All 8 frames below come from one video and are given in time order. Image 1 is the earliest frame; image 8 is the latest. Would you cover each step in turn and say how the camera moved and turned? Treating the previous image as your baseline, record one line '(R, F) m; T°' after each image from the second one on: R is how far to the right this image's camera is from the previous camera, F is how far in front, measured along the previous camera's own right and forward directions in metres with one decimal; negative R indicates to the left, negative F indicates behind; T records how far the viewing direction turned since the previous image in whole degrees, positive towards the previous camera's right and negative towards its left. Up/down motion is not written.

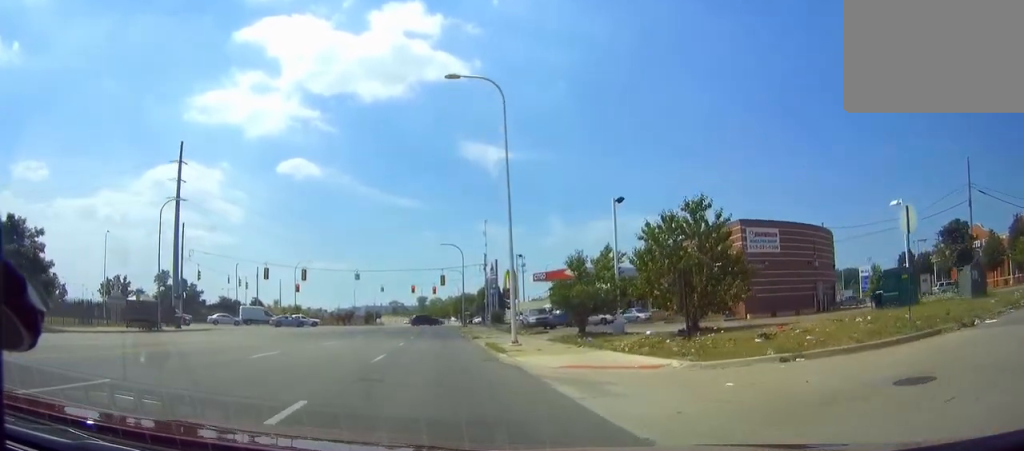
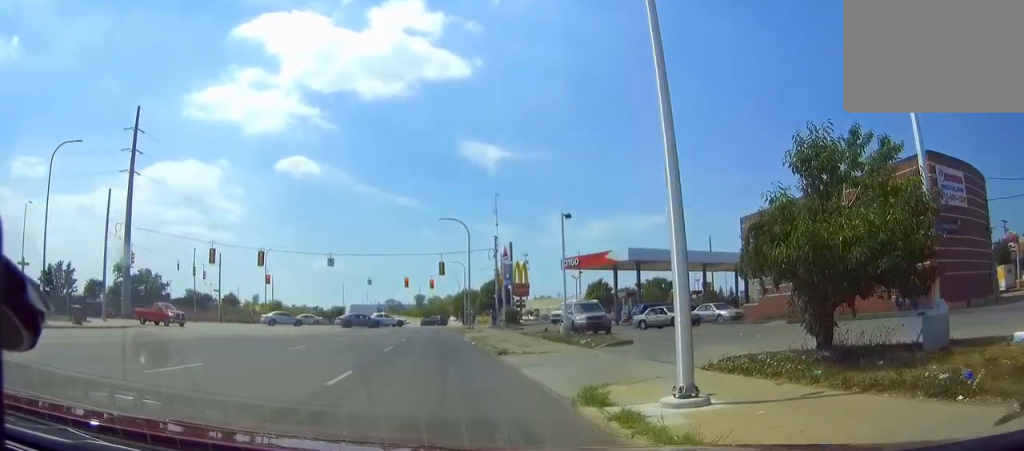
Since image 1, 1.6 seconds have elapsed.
(0.0, +18.2) m; 0°
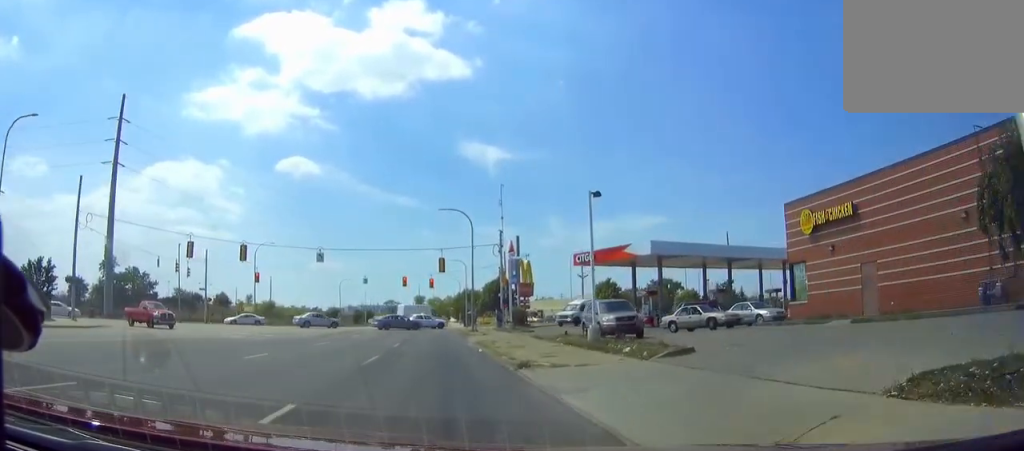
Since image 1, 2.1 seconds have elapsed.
(0.0, +5.3) m; 0°
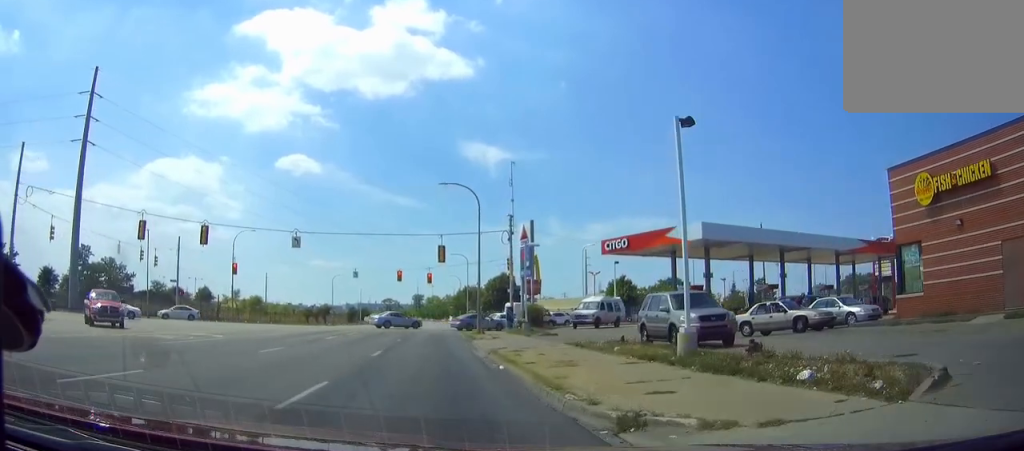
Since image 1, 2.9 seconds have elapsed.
(0.0, +8.9) m; 0°
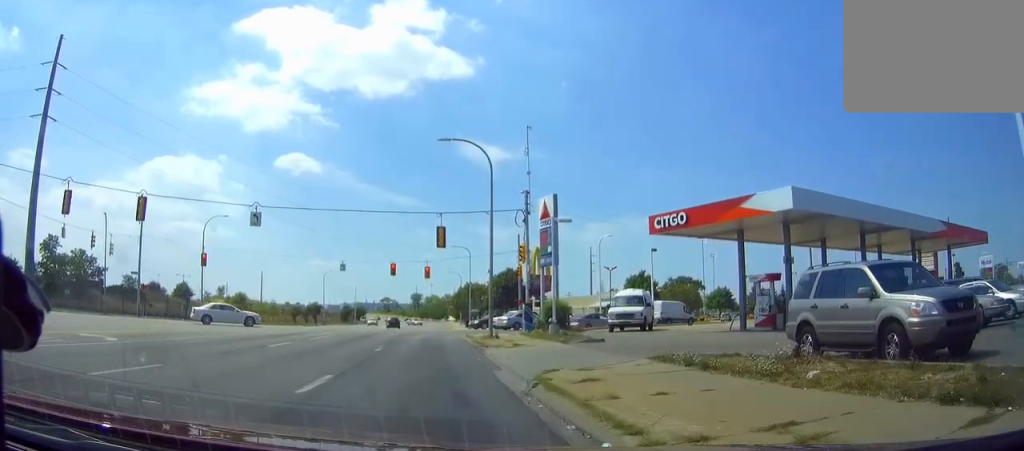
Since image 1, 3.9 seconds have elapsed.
(0.0, +9.3) m; 0°
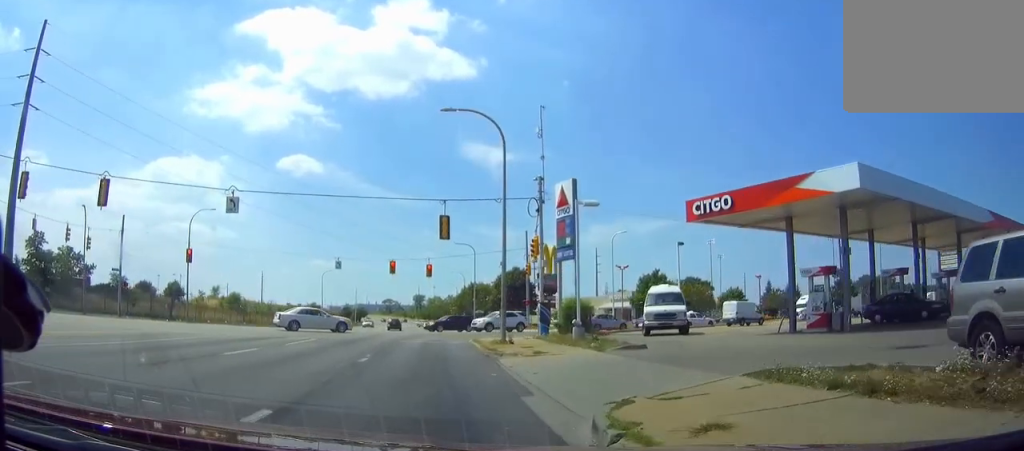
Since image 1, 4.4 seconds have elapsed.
(0.0, +4.5) m; 0°
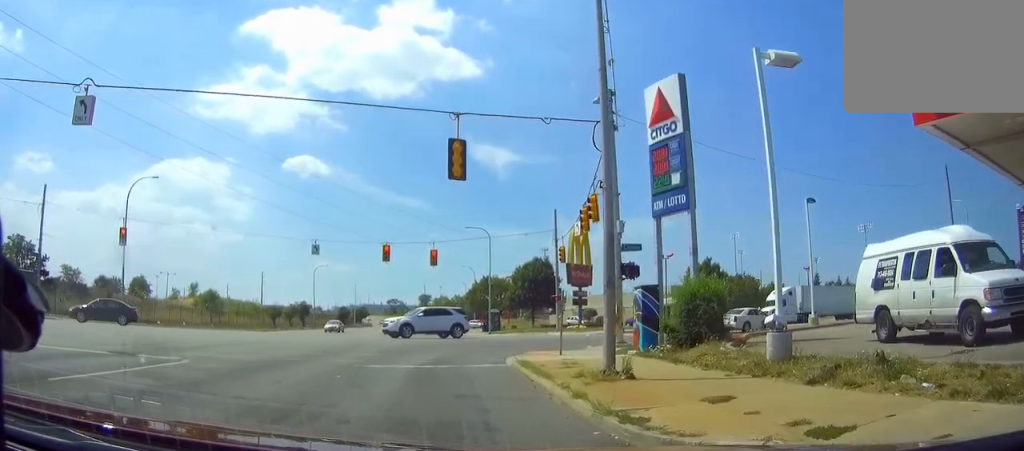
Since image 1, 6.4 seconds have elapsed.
(0.0, +14.8) m; 0°
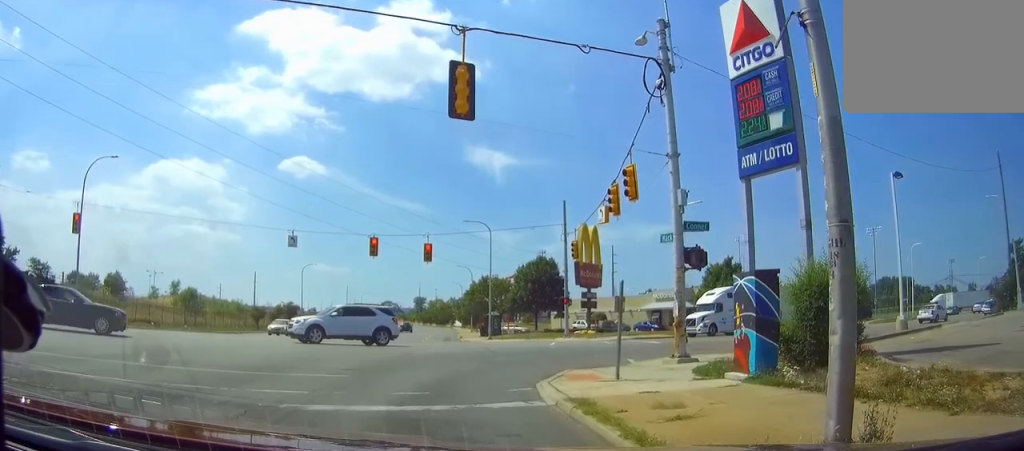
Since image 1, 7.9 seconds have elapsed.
(0.0, +8.5) m; -1°
